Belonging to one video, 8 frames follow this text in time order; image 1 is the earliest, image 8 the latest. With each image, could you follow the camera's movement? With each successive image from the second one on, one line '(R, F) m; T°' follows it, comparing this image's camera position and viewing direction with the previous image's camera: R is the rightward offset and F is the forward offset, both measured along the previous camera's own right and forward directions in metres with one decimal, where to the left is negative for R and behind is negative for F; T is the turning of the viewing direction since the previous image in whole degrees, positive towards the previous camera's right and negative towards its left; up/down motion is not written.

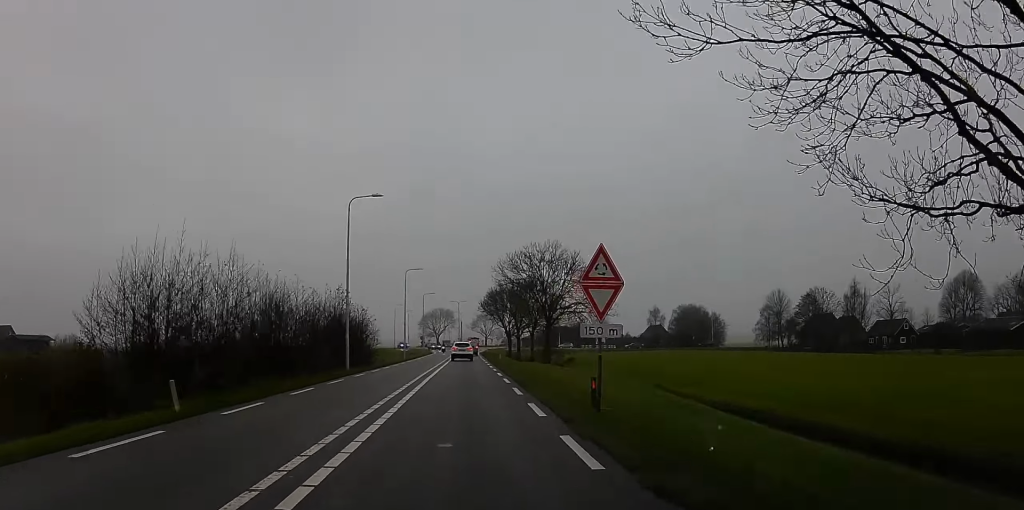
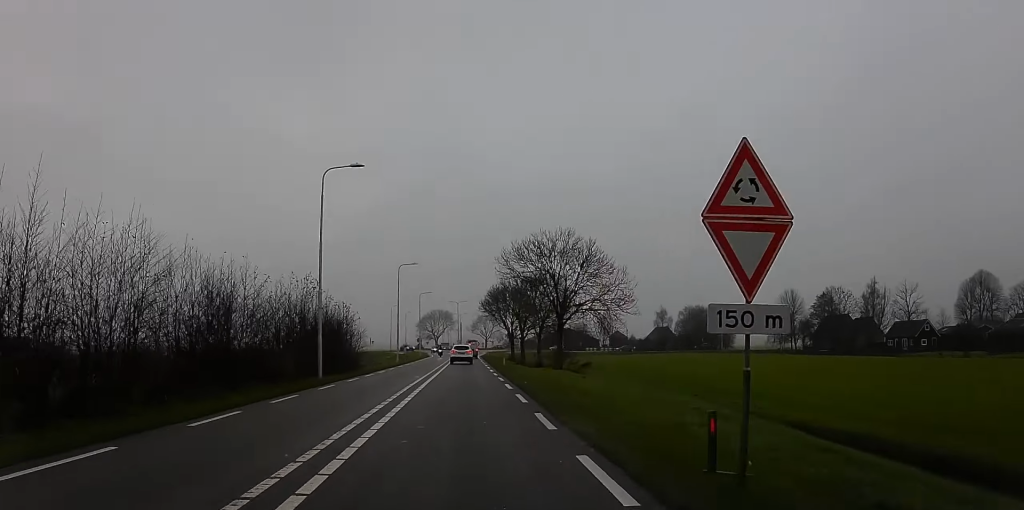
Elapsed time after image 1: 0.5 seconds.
(0.0, +7.9) m; 0°
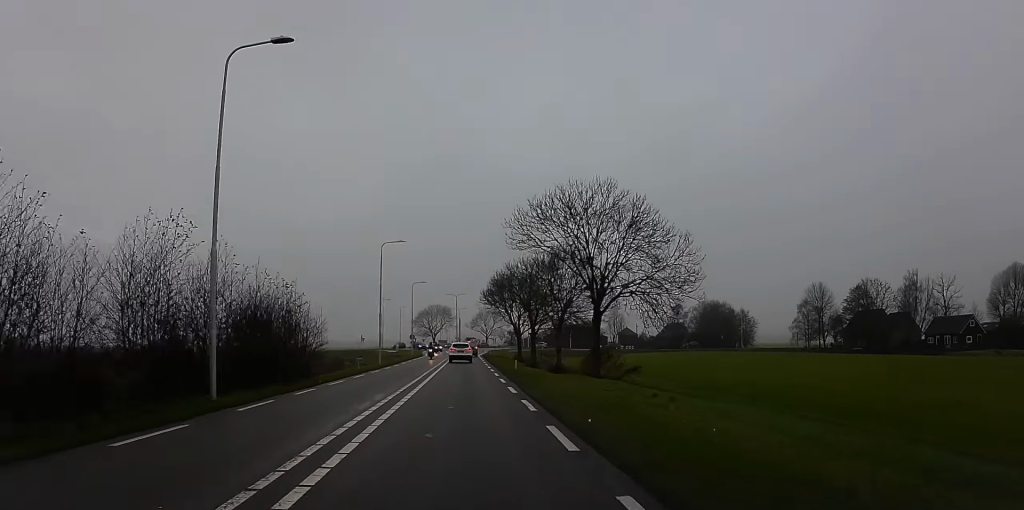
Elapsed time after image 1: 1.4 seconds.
(0.0, +14.2) m; 0°
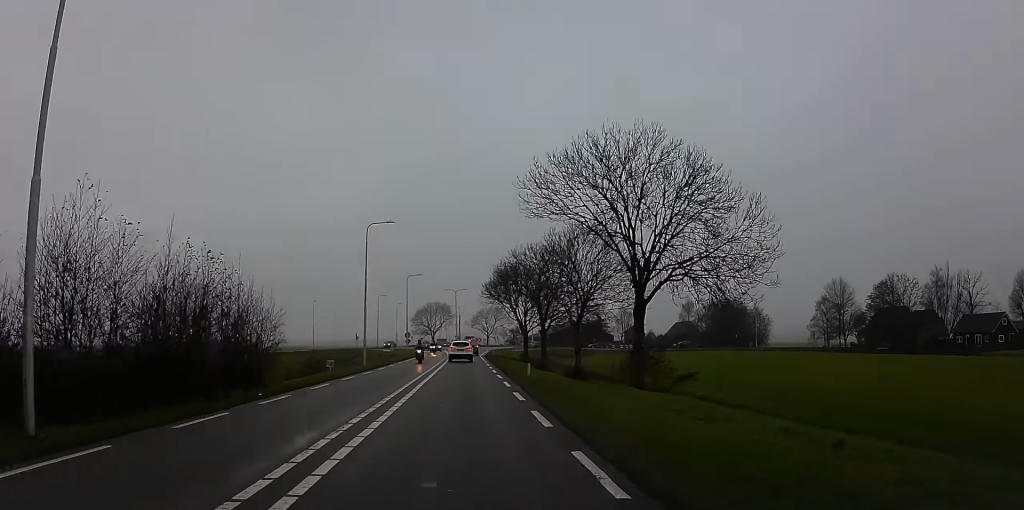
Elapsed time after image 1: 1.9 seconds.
(0.0, +8.9) m; 0°
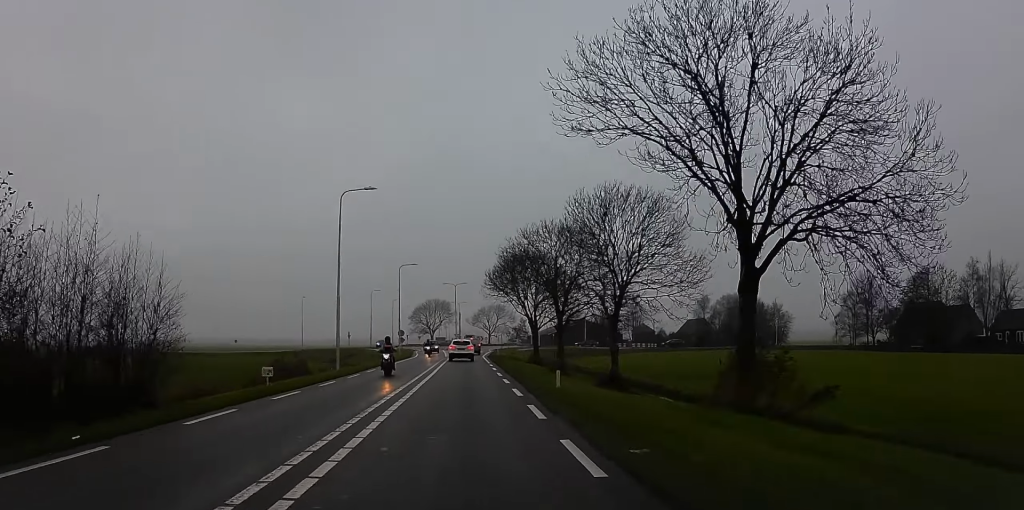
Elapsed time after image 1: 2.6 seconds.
(0.0, +11.2) m; 0°
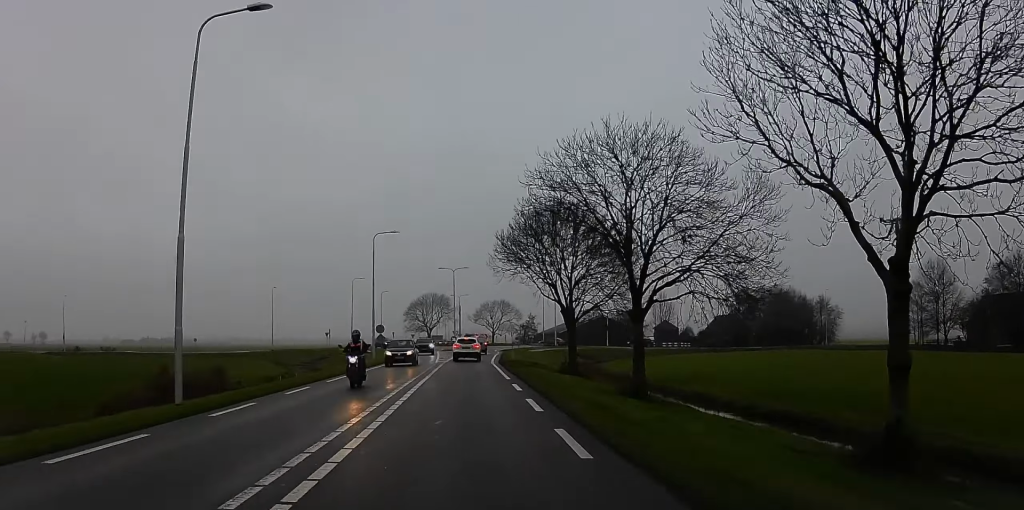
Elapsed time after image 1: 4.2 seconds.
(0.0, +22.4) m; 0°
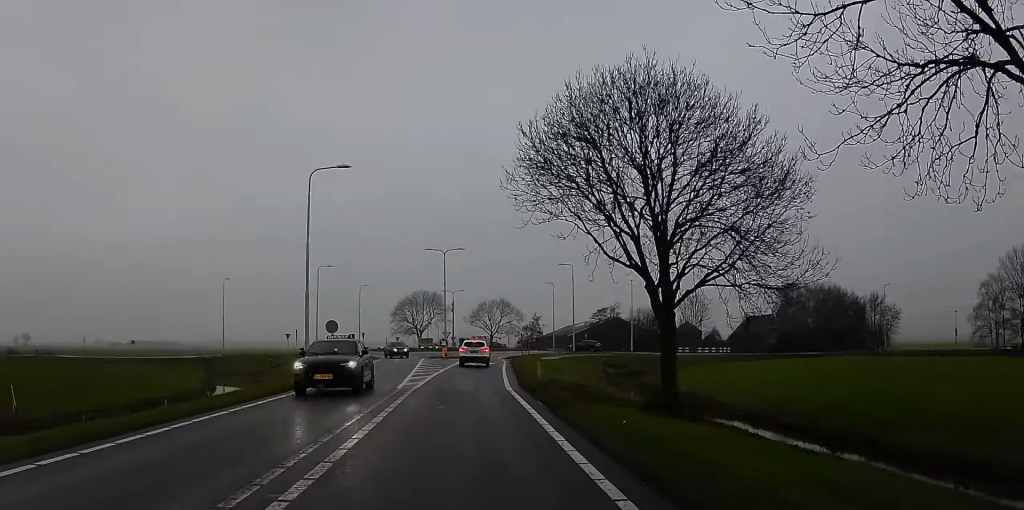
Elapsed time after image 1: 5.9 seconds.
(+0.5, +21.9) m; +4°
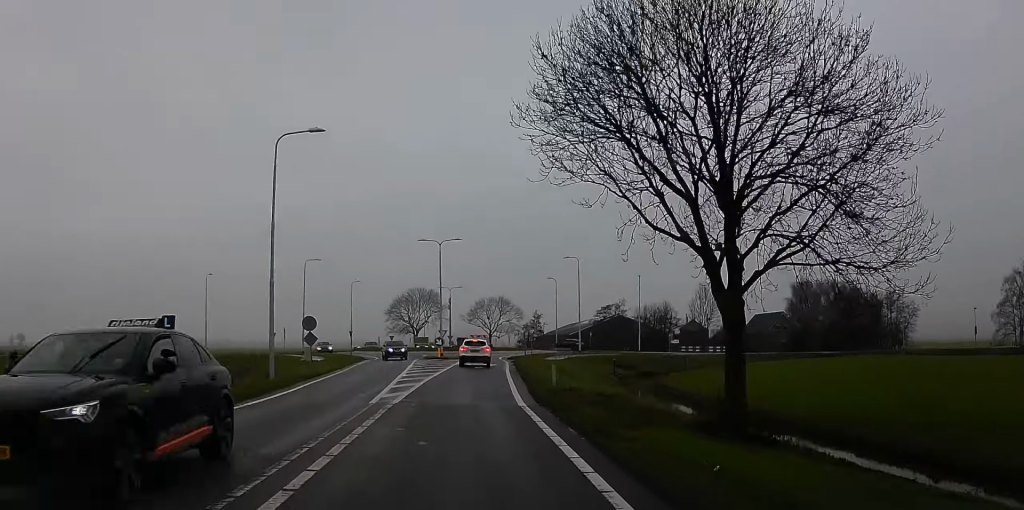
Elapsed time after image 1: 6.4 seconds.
(+0.4, +6.2) m; 0°
